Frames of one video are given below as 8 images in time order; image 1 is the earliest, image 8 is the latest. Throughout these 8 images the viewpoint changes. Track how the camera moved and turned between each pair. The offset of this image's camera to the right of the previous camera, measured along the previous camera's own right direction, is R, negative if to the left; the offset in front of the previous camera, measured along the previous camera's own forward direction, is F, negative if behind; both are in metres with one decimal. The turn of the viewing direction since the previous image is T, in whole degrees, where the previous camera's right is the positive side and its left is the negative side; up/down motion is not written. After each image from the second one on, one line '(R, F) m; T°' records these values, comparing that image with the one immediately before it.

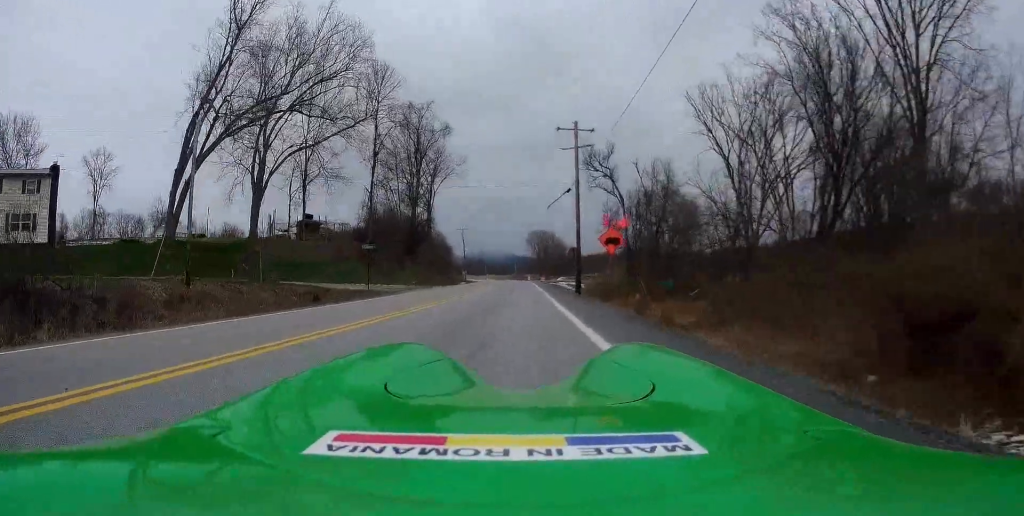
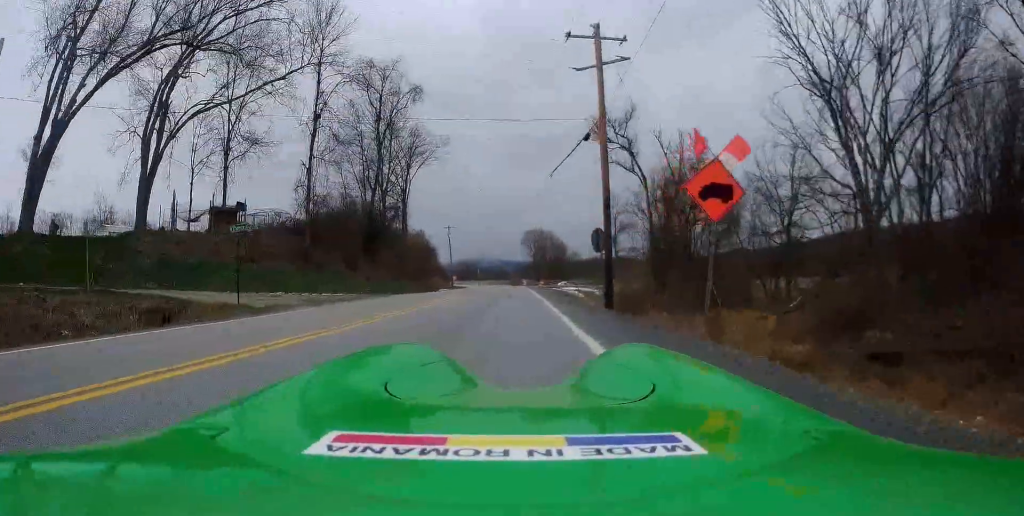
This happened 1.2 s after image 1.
(-0.2, +14.0) m; +1°
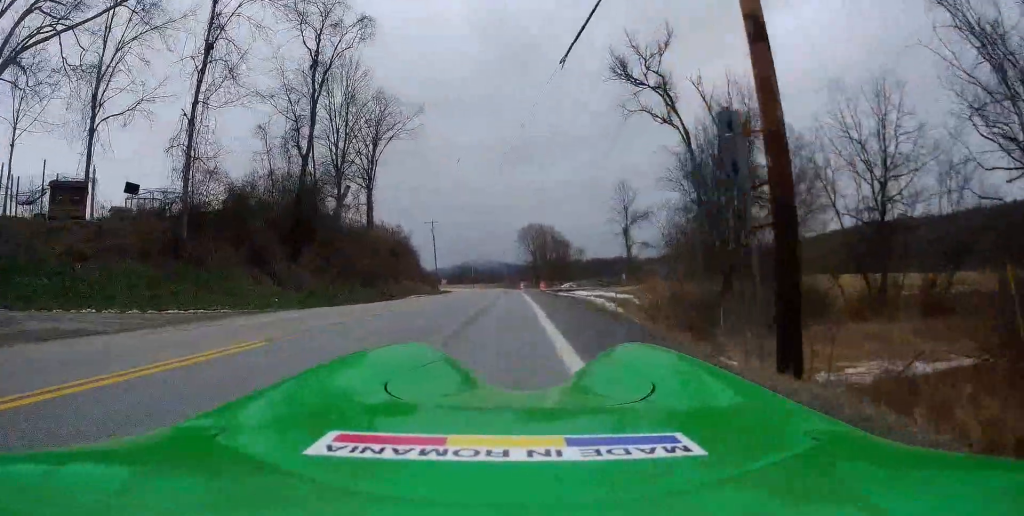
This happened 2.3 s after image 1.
(+0.3, +15.1) m; 0°
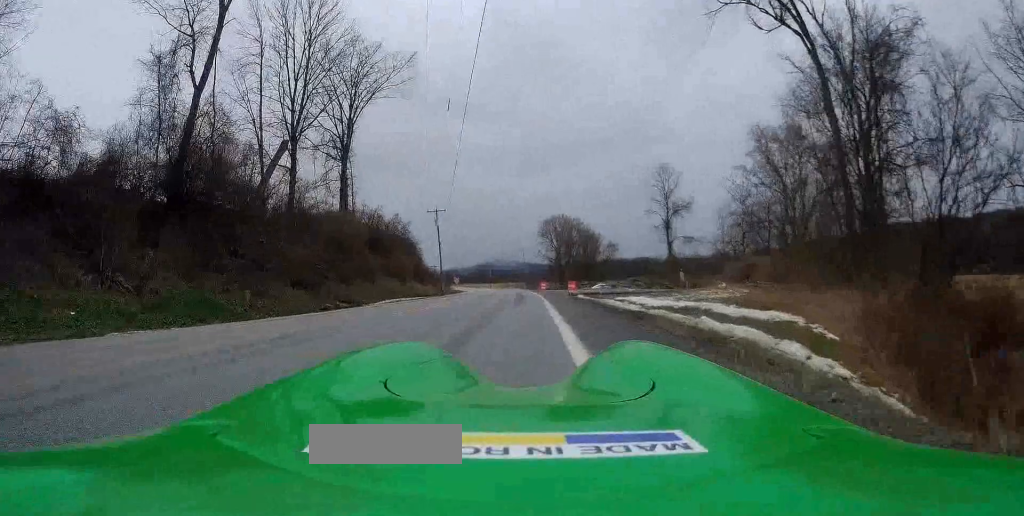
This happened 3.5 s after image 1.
(-0.3, +15.6) m; -1°
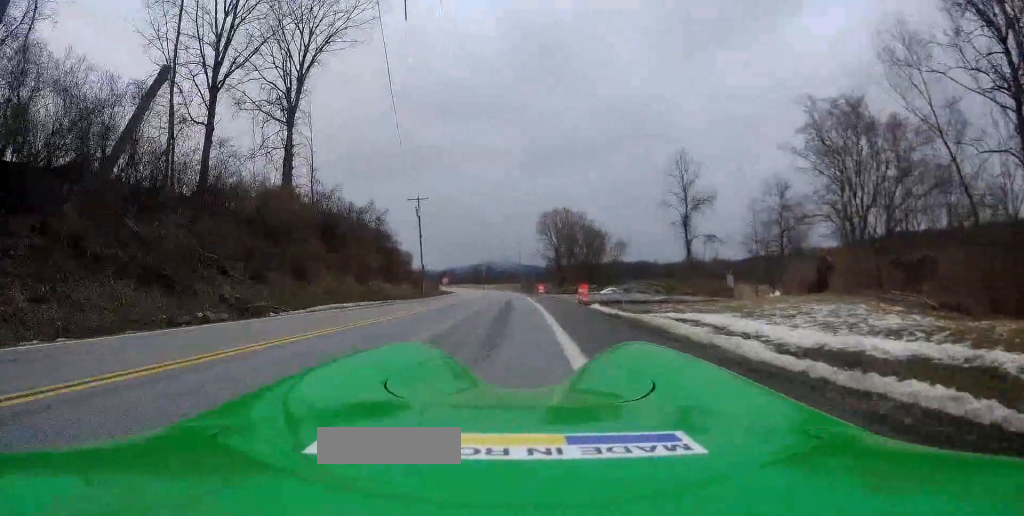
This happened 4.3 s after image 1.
(-0.1, +12.3) m; 0°
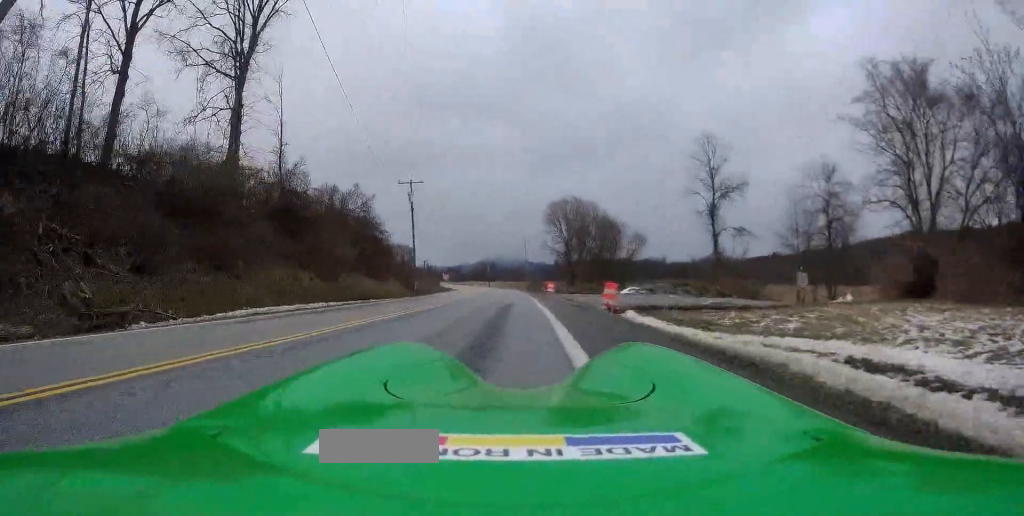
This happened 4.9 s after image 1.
(+0.1, +9.1) m; +1°
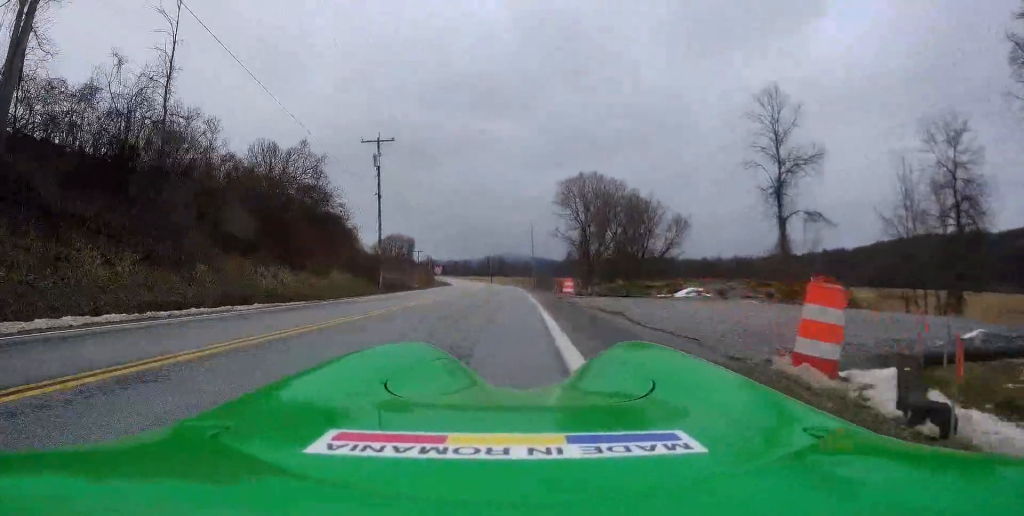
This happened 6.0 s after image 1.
(+0.1, +16.9) m; 0°
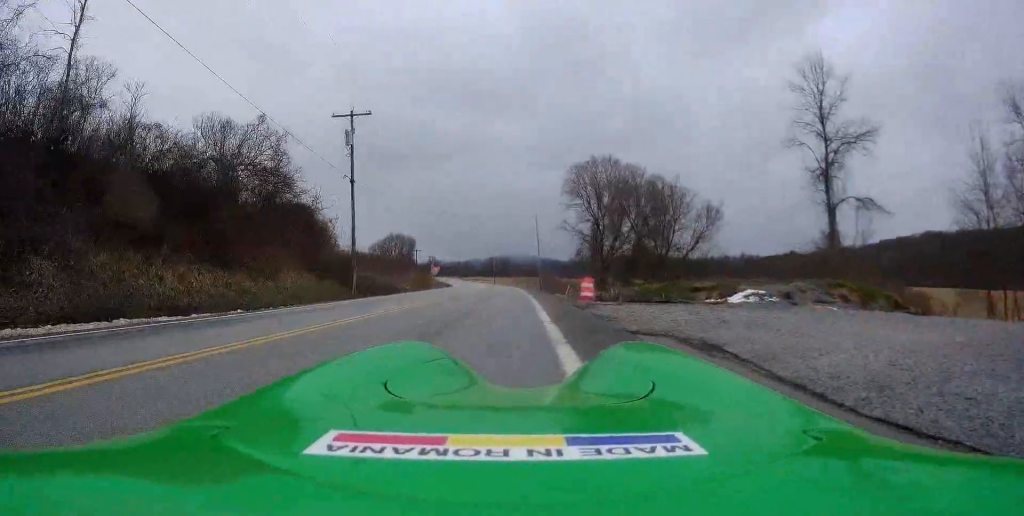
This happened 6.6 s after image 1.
(-0.1, +7.6) m; -1°
